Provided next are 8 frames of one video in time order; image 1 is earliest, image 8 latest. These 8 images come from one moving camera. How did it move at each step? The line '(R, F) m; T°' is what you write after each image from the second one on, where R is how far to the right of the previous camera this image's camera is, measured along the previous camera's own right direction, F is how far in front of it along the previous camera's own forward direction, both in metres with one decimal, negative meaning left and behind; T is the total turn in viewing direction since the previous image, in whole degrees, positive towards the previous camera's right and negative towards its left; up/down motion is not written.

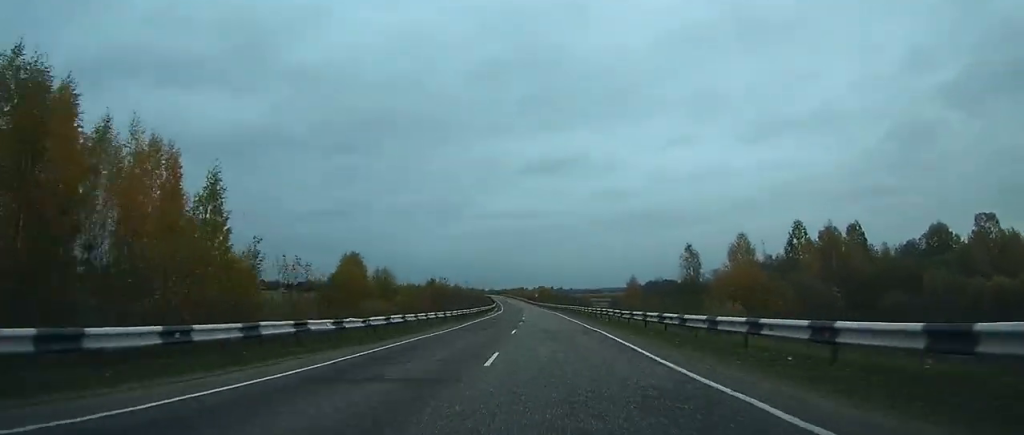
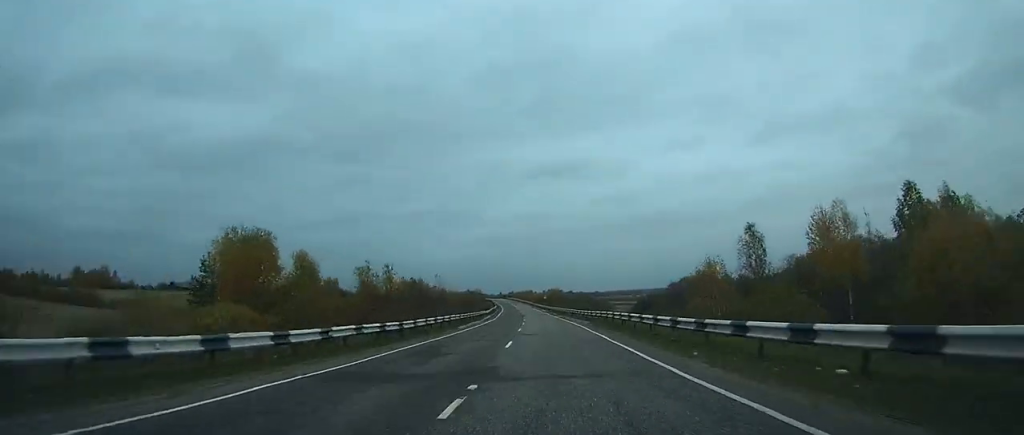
(-0.3, +30.2) m; -1°
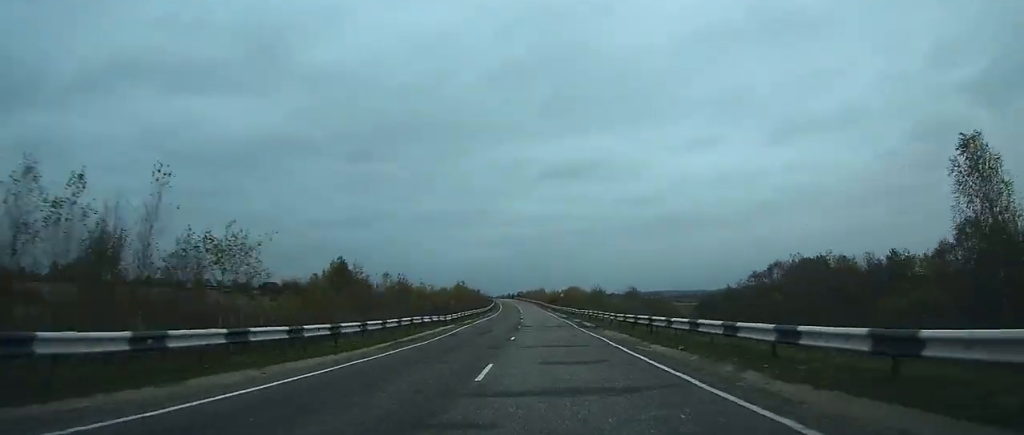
(-0.4, +46.2) m; -1°
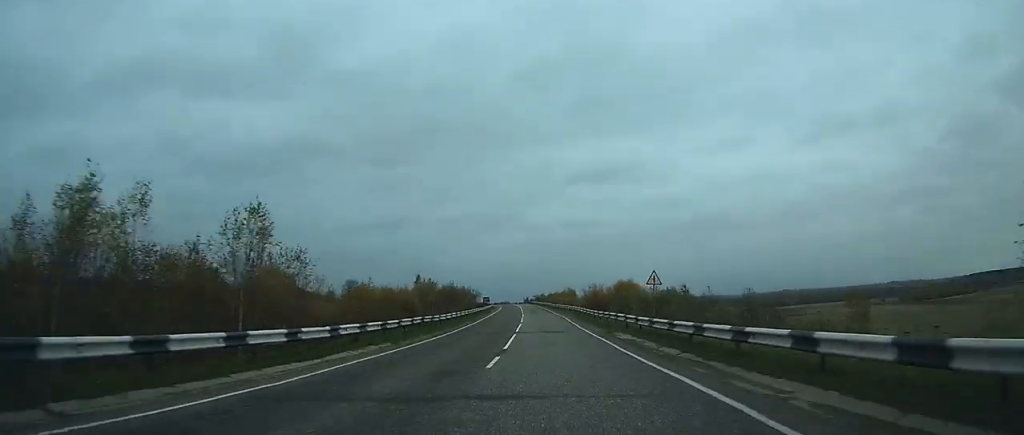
(-1.4, +71.5) m; -2°
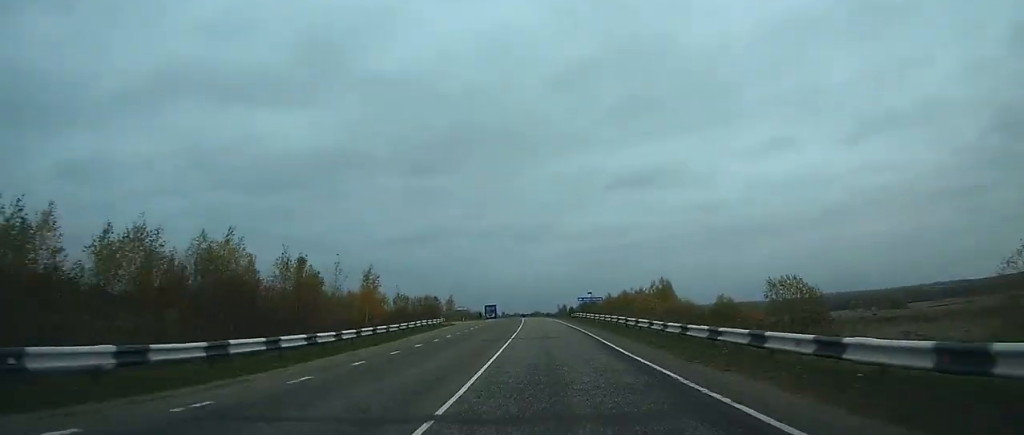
(-3.2, +106.1) m; -3°
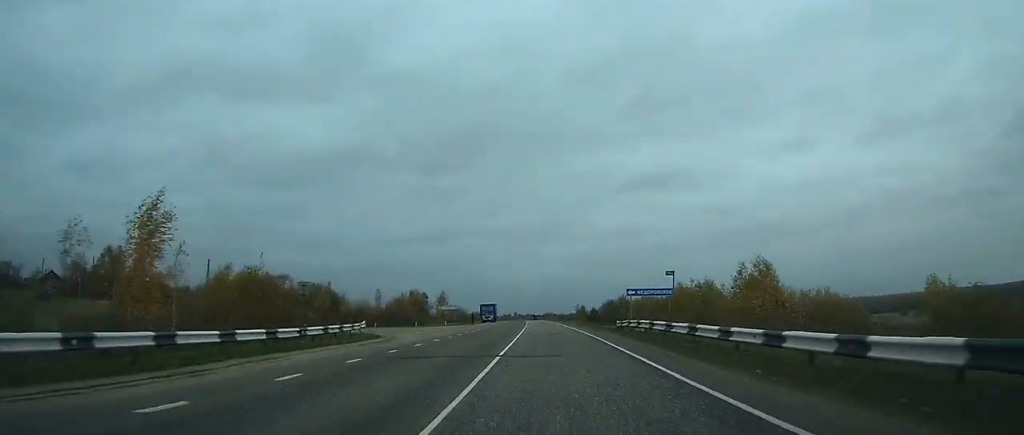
(-0.2, +31.7) m; -1°
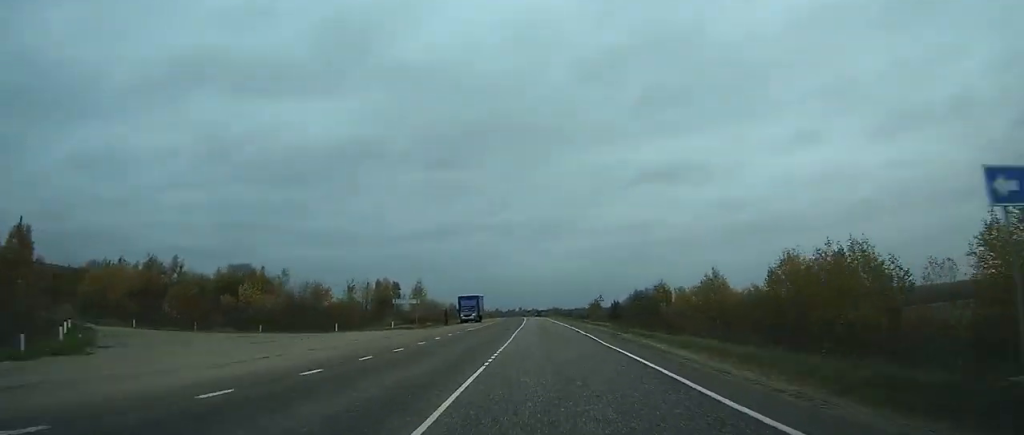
(-0.3, +31.9) m; -1°
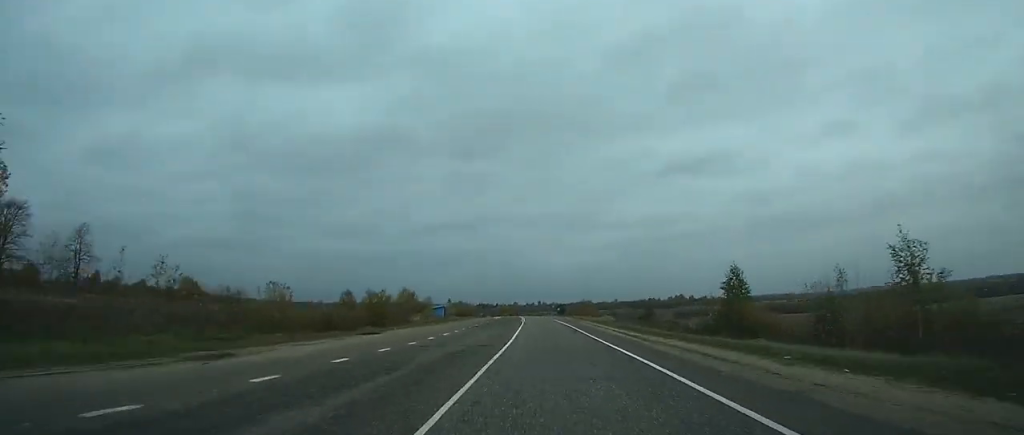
(-1.8, +96.0) m; -2°
